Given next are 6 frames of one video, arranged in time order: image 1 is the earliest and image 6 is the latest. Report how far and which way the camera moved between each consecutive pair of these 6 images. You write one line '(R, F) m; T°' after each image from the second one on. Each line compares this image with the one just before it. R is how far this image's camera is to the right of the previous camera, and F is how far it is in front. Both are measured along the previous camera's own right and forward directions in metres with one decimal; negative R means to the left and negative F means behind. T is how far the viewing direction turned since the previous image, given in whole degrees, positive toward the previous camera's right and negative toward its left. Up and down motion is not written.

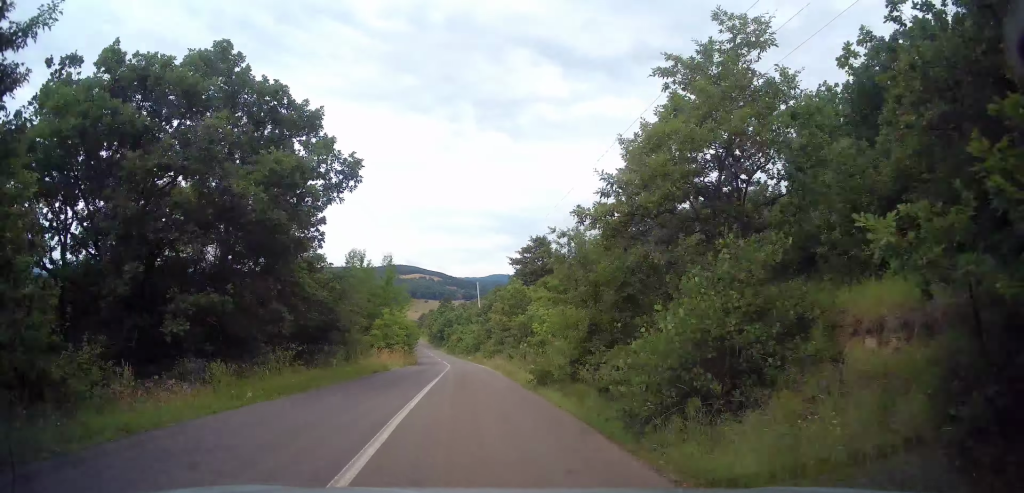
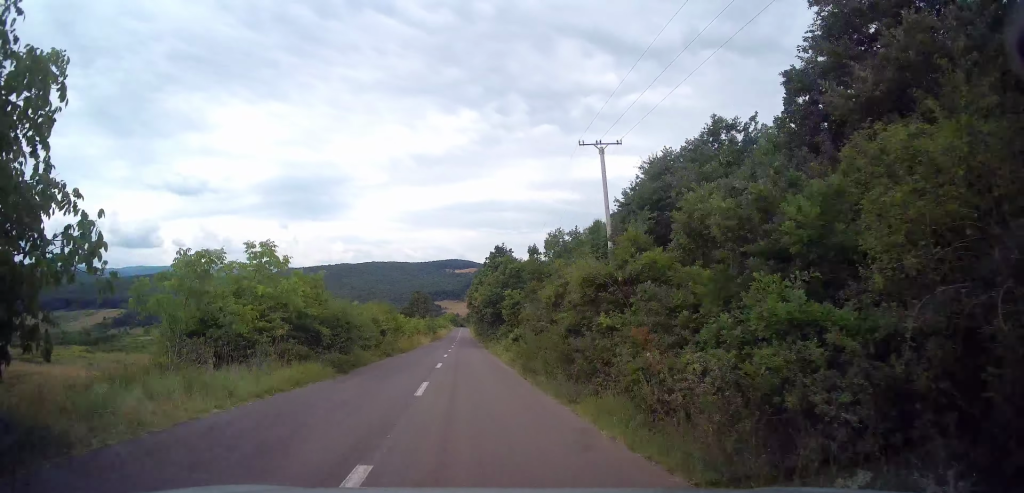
(-1.1, +52.6) m; -5°
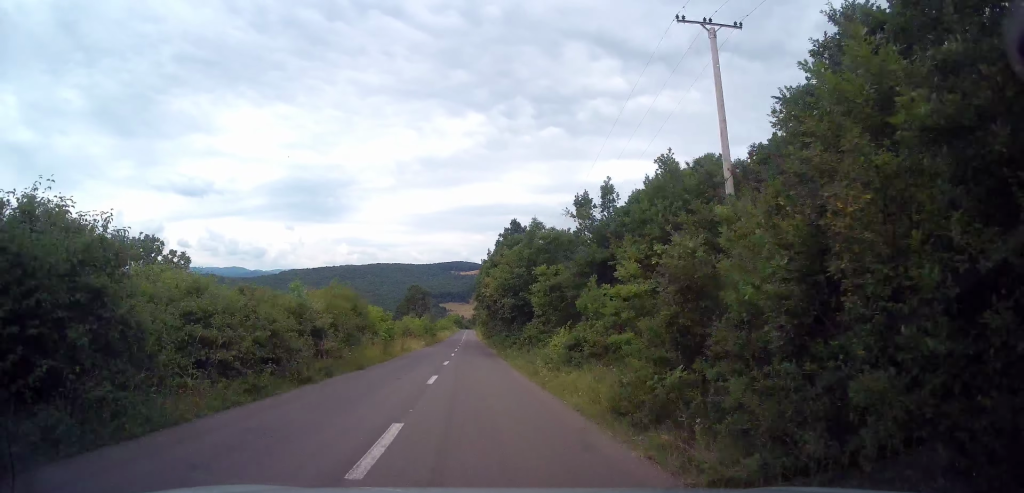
(-0.1, +14.8) m; -1°
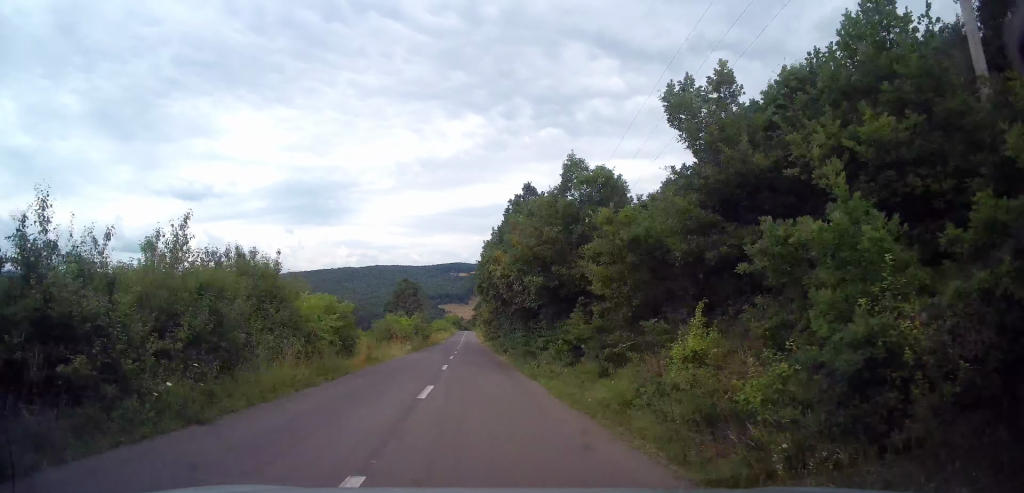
(0.0, +12.3) m; -1°
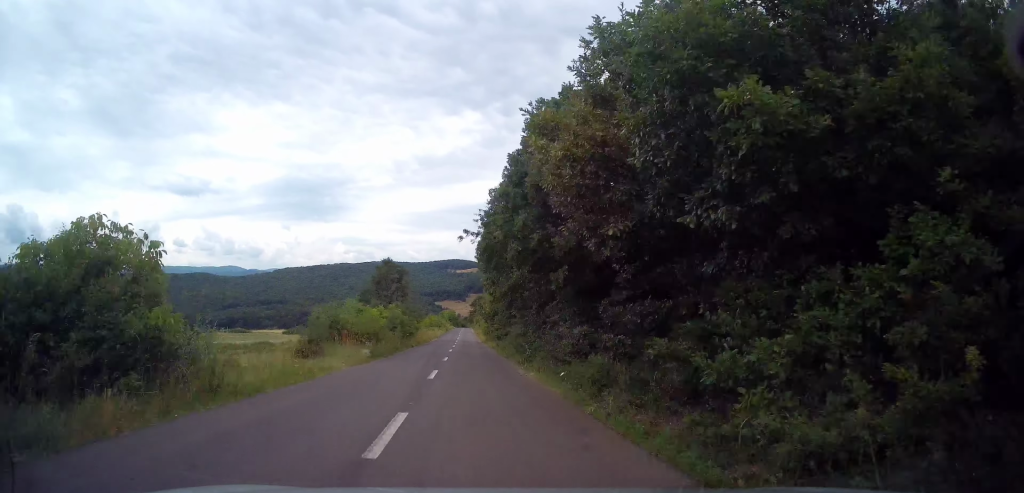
(-0.4, +17.0) m; 0°
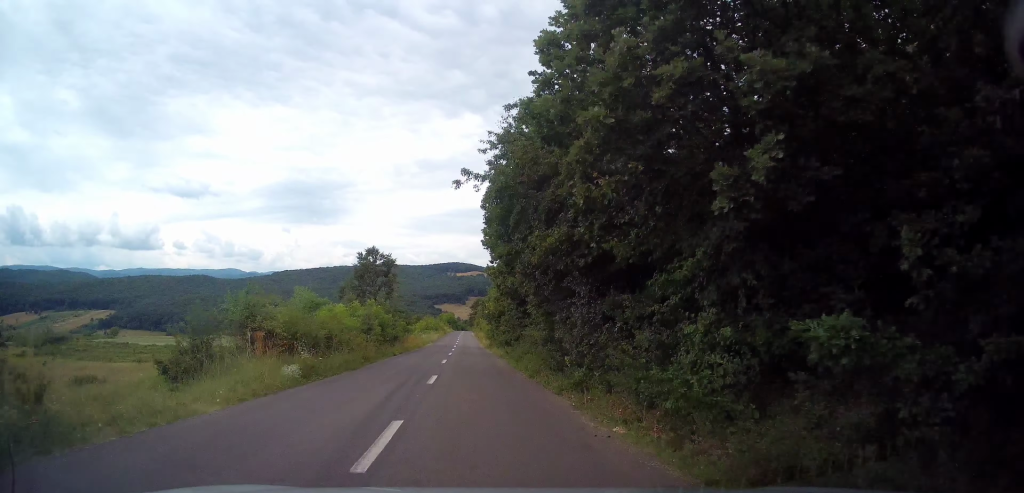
(+0.1, +11.8) m; +1°
